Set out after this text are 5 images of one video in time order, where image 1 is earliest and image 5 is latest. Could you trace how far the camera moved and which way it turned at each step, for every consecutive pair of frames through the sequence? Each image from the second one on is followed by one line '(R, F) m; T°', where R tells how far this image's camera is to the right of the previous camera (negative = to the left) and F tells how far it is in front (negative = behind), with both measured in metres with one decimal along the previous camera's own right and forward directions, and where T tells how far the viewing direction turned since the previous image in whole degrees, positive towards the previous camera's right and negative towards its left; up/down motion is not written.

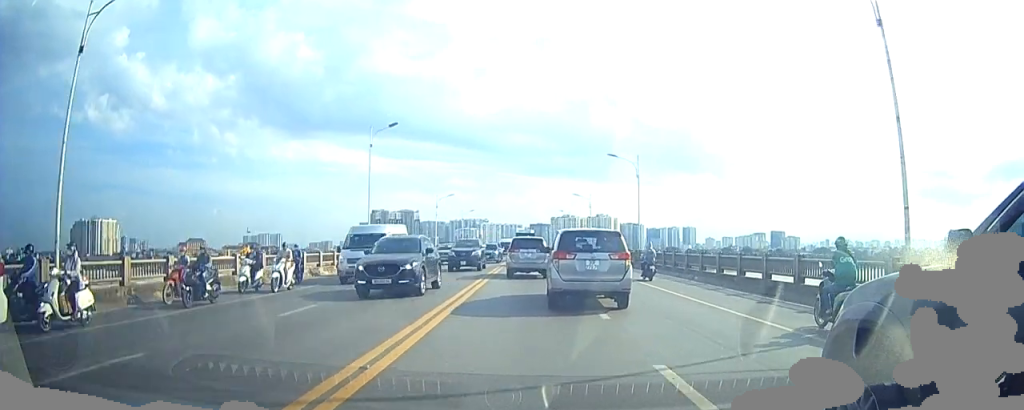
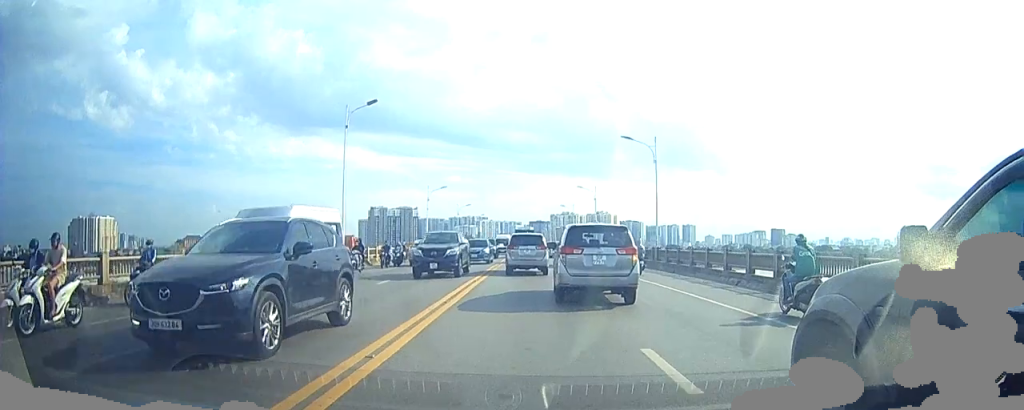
(-0.2, +5.4) m; -1°
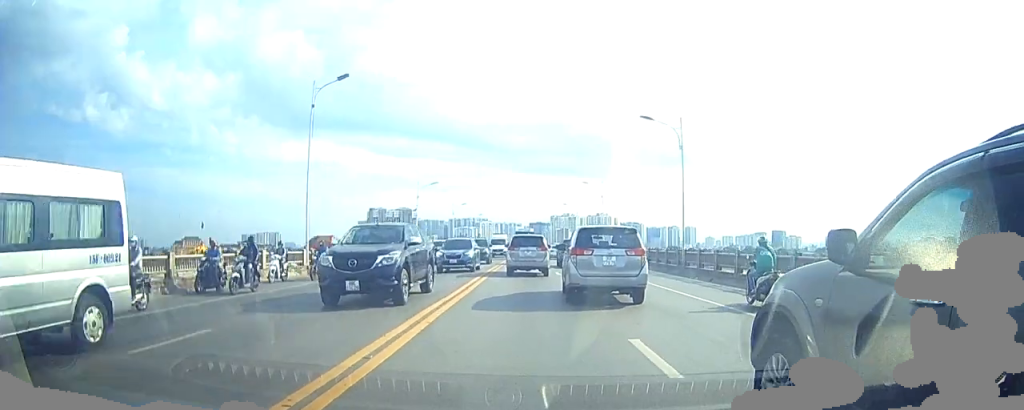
(-0.1, +6.1) m; -1°
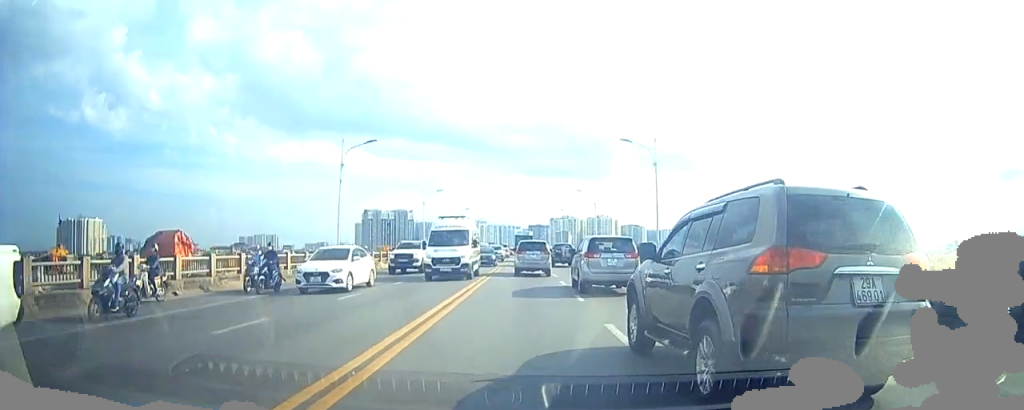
(0.0, +26.8) m; 0°
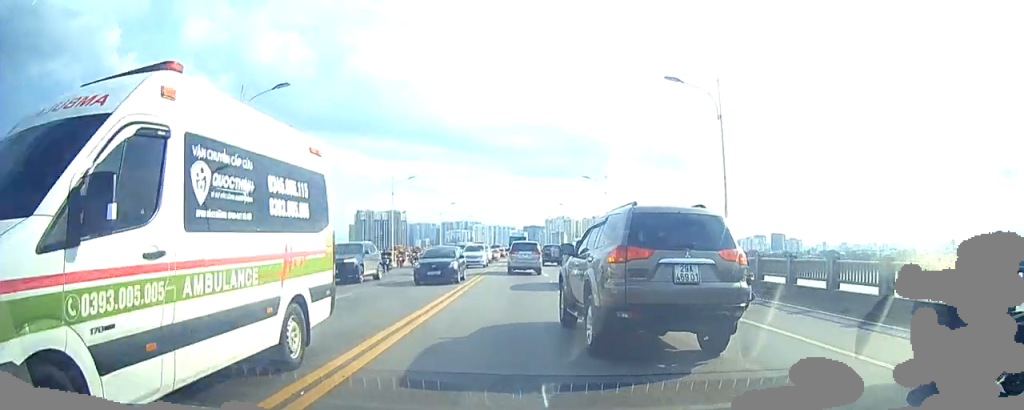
(+0.1, +14.4) m; +1°
